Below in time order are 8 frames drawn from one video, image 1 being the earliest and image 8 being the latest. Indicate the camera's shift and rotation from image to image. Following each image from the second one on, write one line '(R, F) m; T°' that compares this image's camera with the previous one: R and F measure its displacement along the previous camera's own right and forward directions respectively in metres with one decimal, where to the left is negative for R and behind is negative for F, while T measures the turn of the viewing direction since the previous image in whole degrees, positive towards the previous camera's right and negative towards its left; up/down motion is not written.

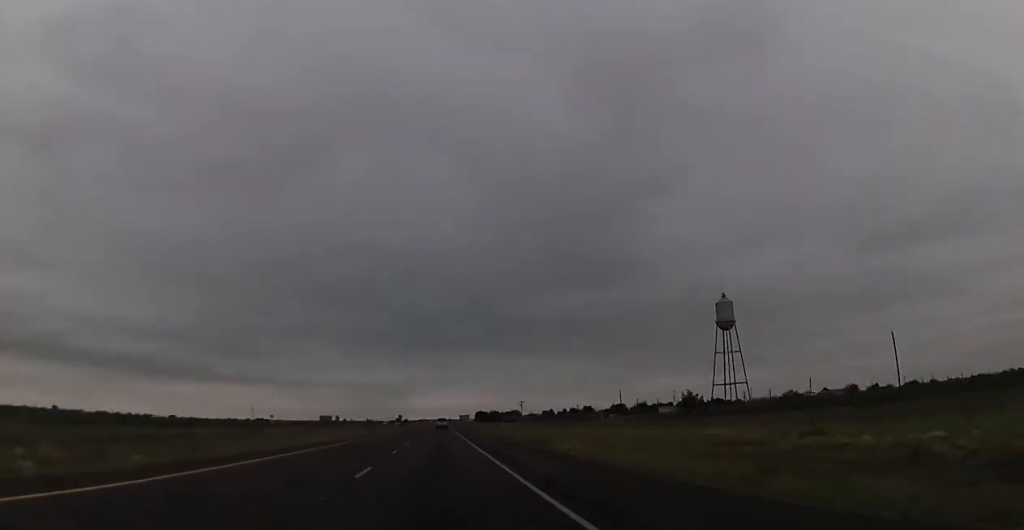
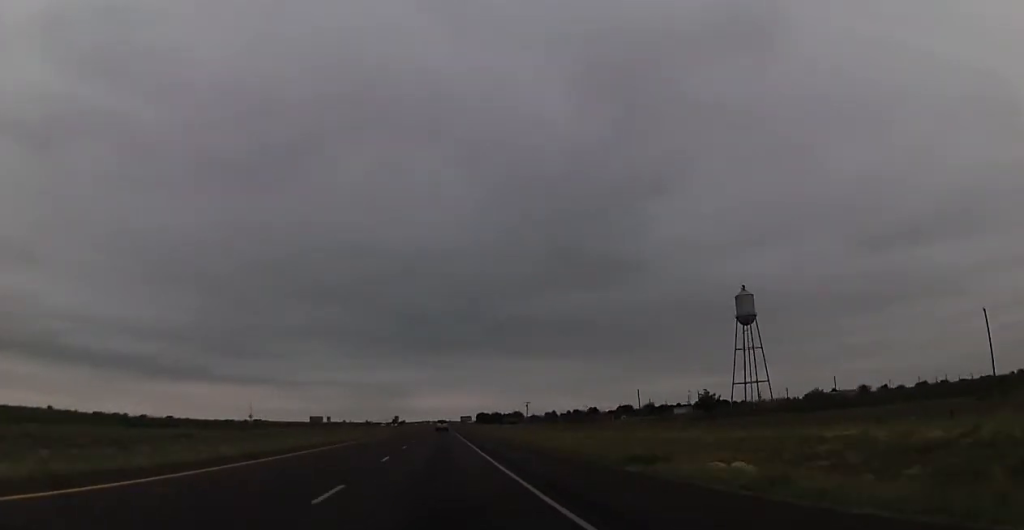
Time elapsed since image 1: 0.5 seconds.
(0.0, +17.1) m; 0°
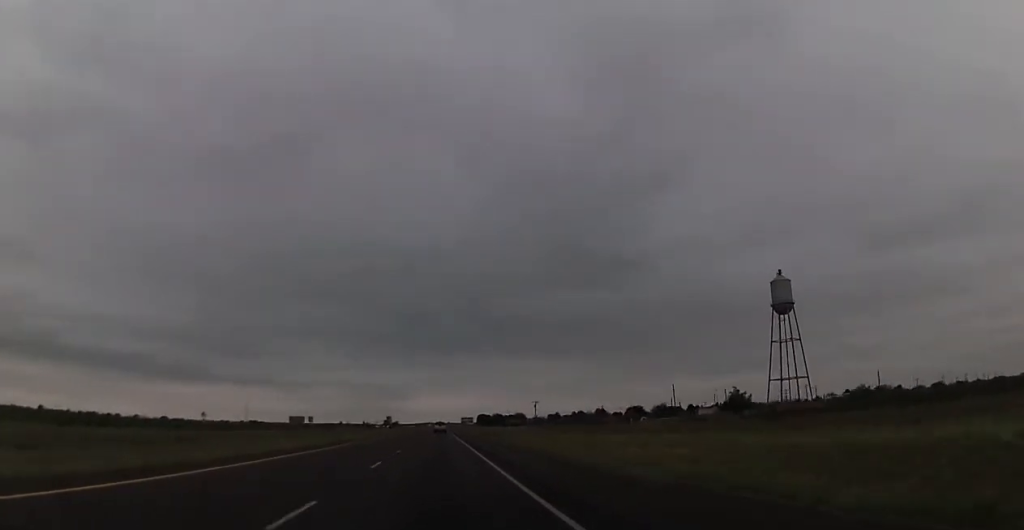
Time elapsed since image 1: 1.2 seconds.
(-0.1, +26.8) m; 0°
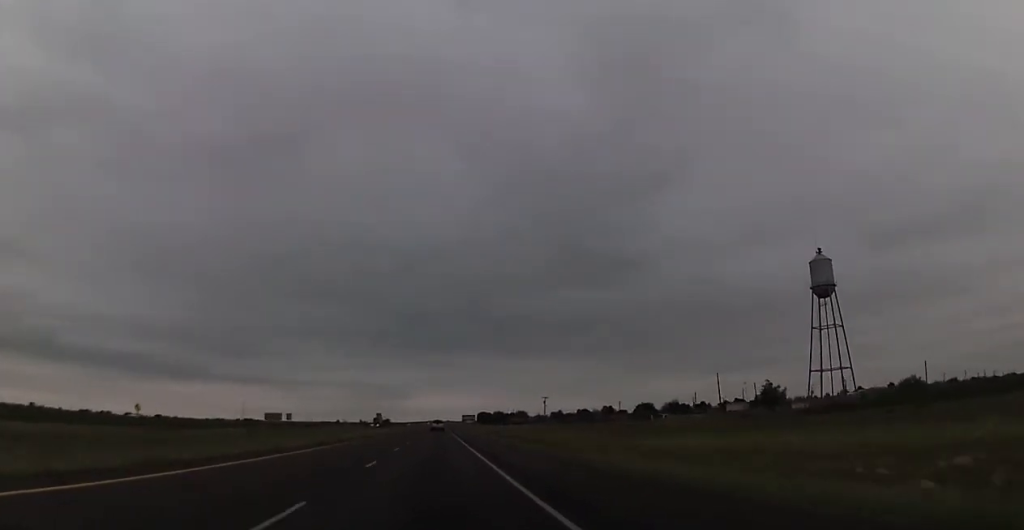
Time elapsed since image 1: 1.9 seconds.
(+0.1, +24.5) m; 0°
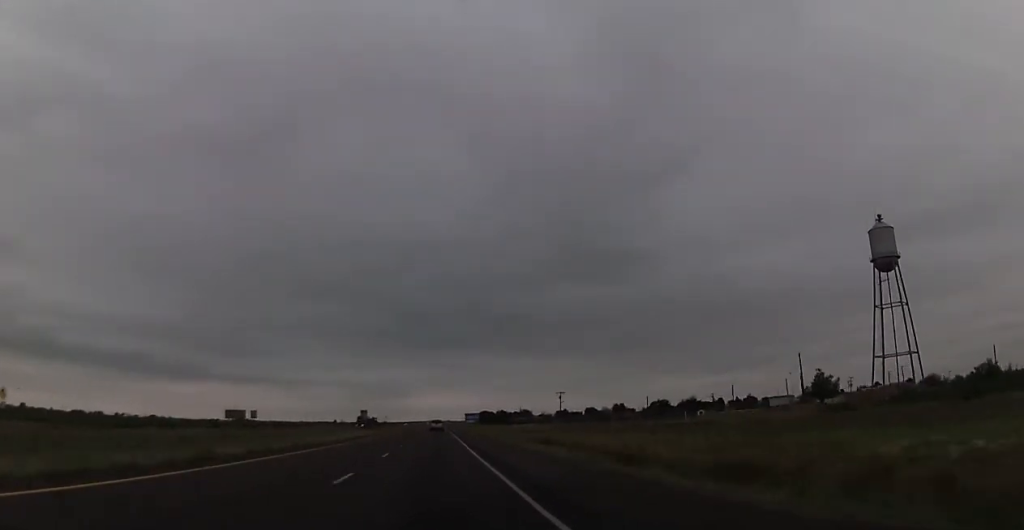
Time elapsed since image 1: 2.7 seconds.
(0.0, +29.4) m; 0°
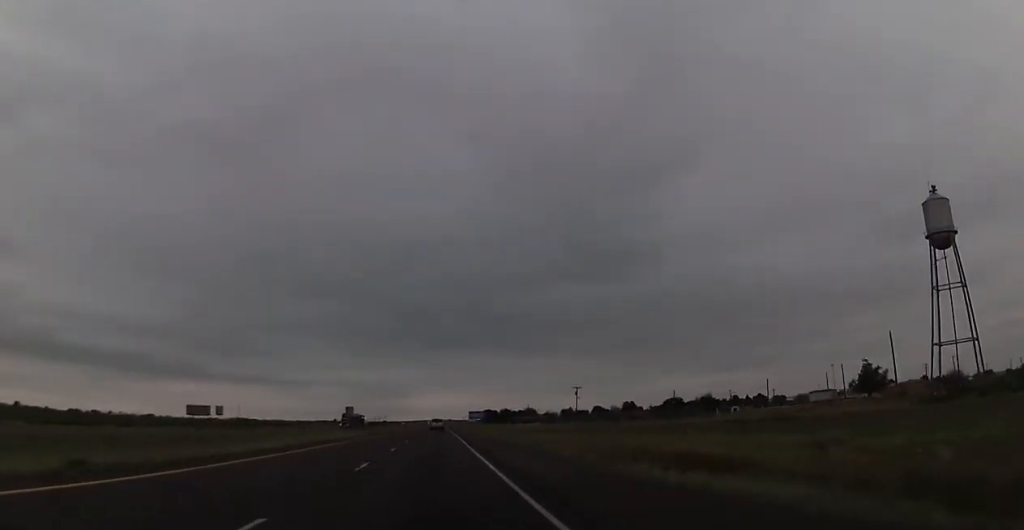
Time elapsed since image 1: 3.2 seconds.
(0.0, +20.8) m; 0°
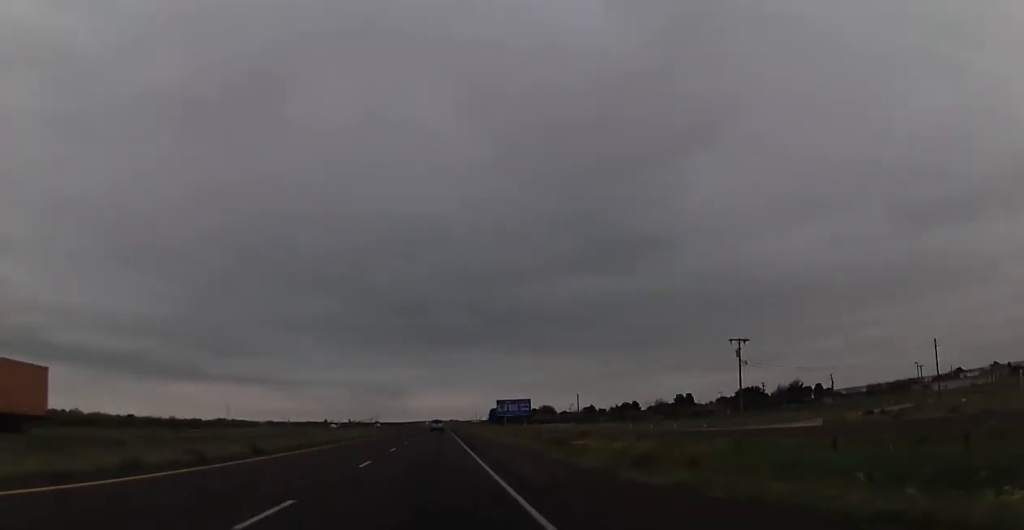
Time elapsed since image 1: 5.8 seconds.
(0.0, +94.3) m; +1°
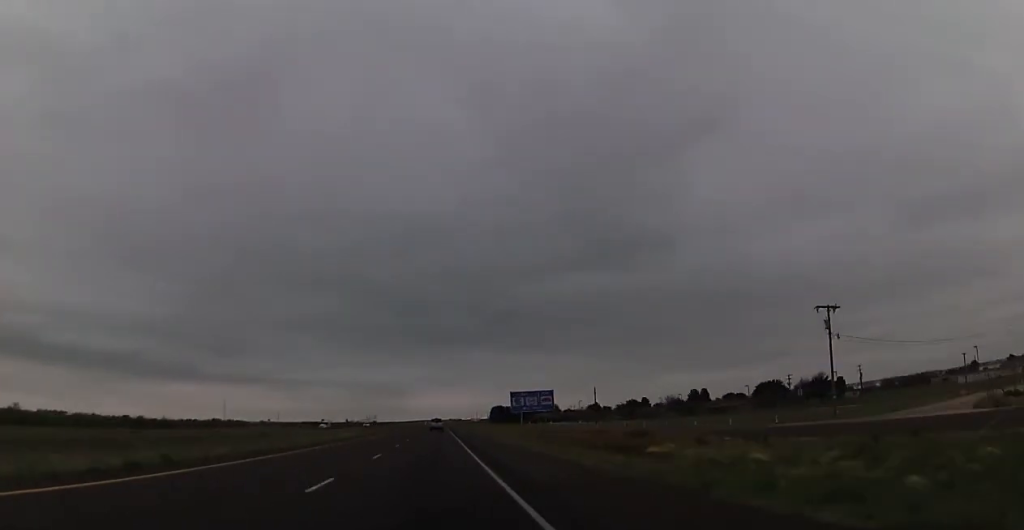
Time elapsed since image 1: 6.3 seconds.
(0.0, +19.6) m; 0°
